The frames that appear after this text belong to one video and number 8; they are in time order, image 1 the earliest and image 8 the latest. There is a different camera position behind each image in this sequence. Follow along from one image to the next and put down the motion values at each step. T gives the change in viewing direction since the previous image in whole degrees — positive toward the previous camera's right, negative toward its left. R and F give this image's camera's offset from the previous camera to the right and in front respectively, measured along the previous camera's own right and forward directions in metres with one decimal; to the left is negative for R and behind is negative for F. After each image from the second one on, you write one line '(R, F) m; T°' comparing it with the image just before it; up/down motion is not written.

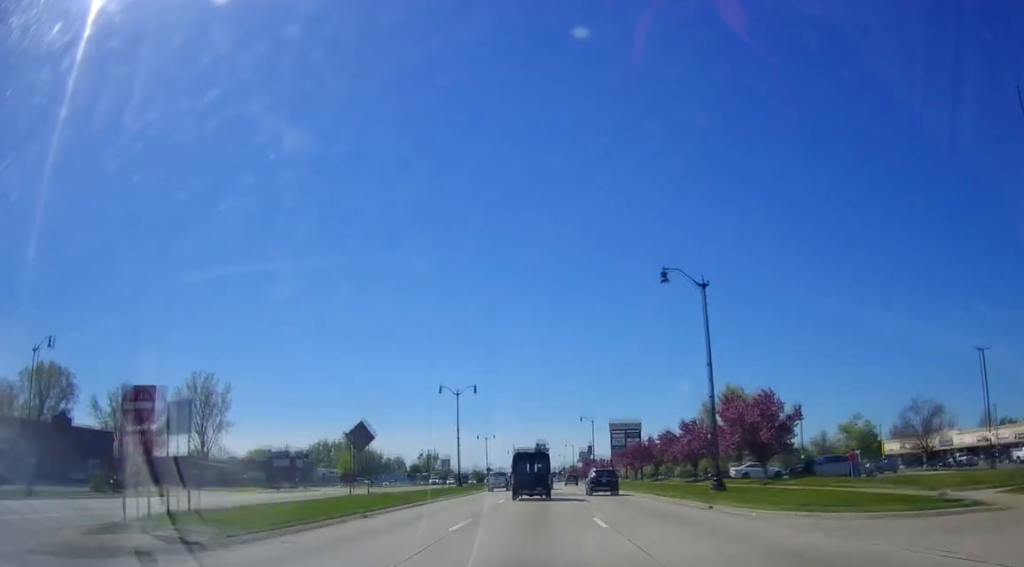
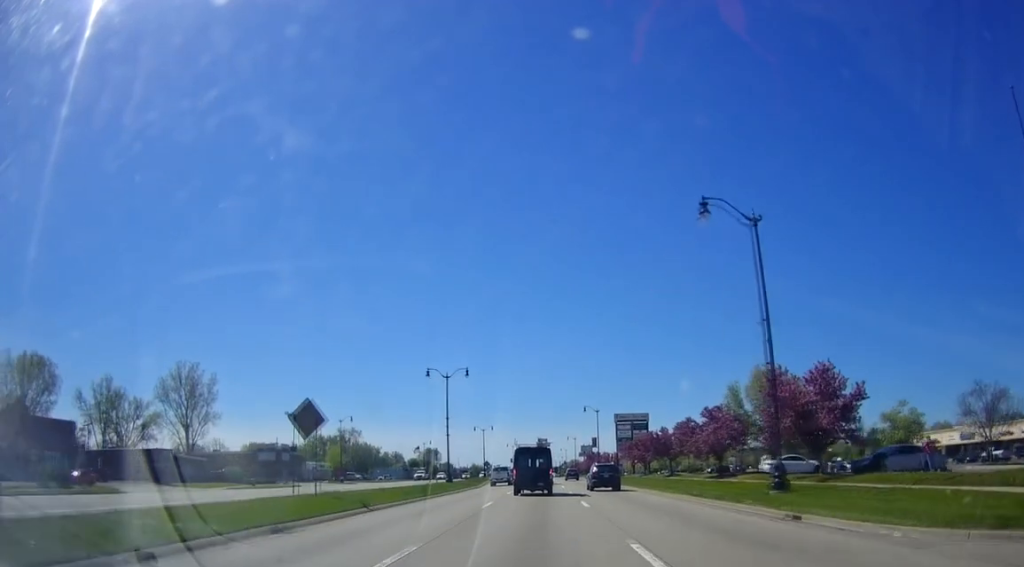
(-0.3, +8.7) m; 0°
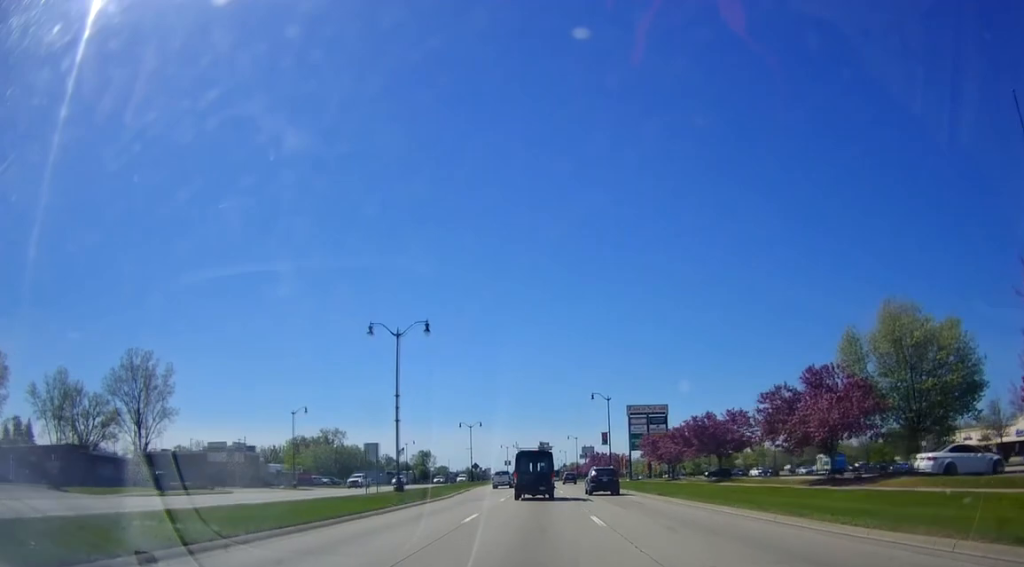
(+0.1, +20.8) m; +2°
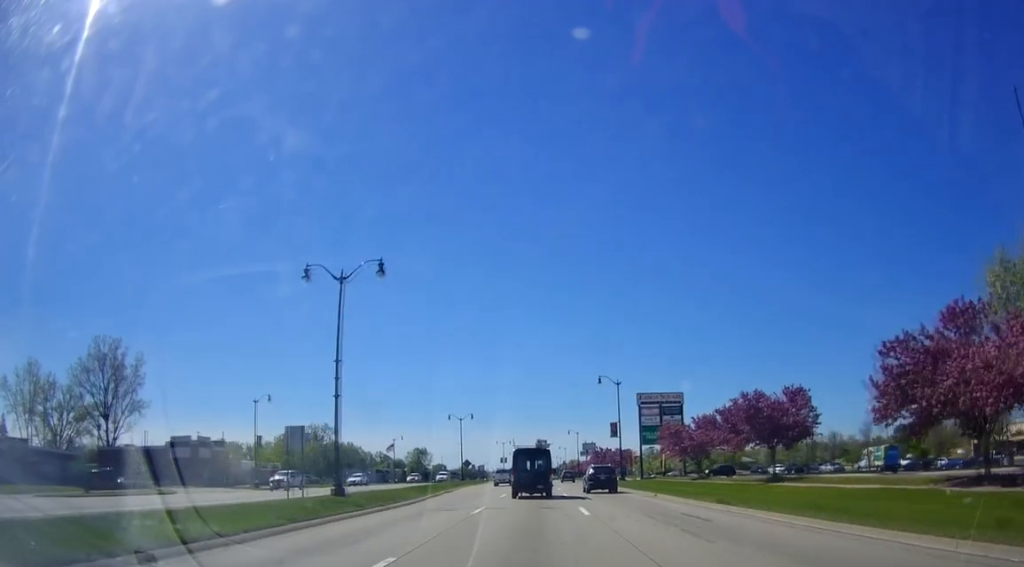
(+0.1, +11.9) m; +1°
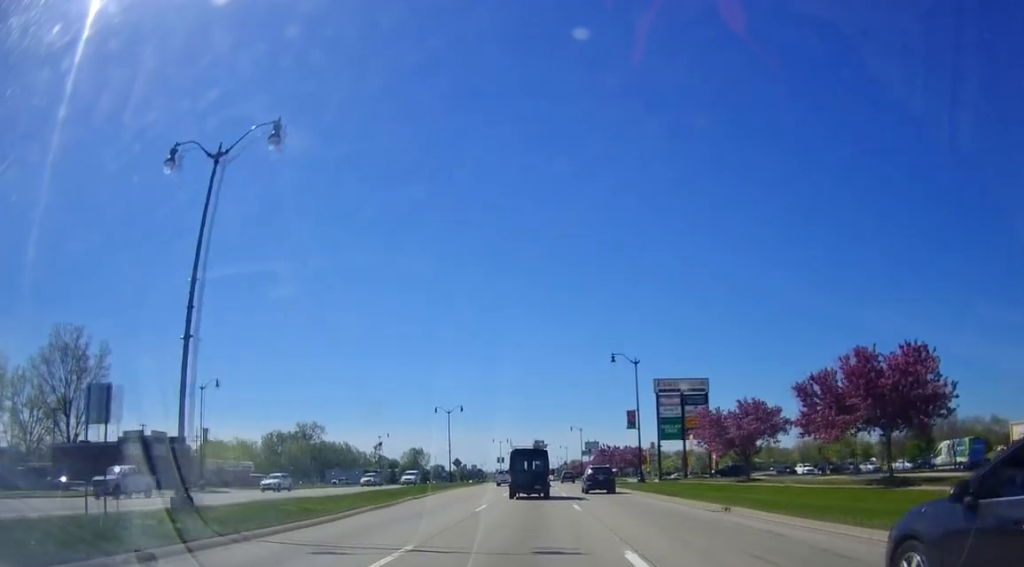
(0.0, +13.0) m; 0°
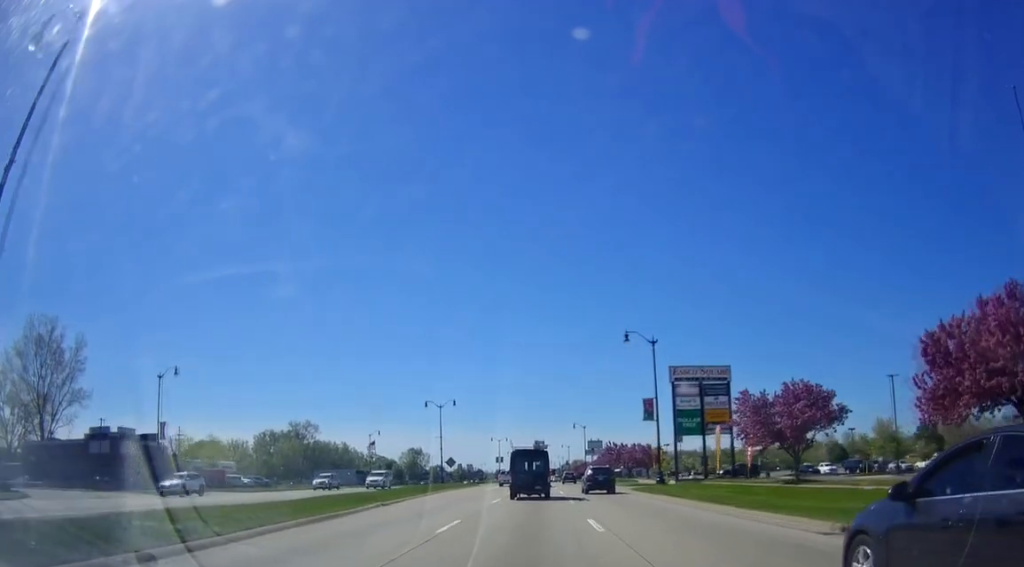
(+0.1, +8.0) m; -1°
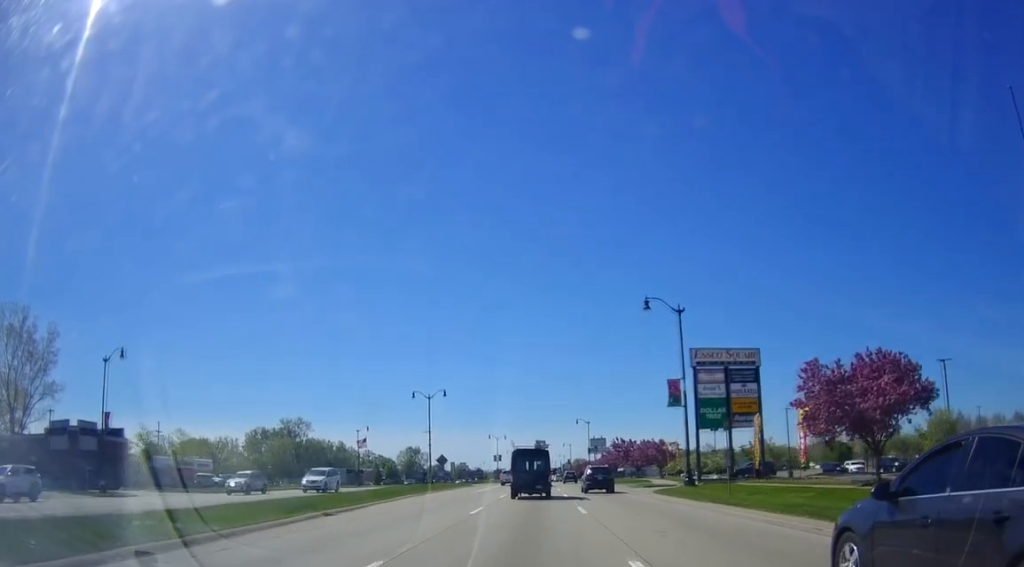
(-0.1, +8.2) m; 0°
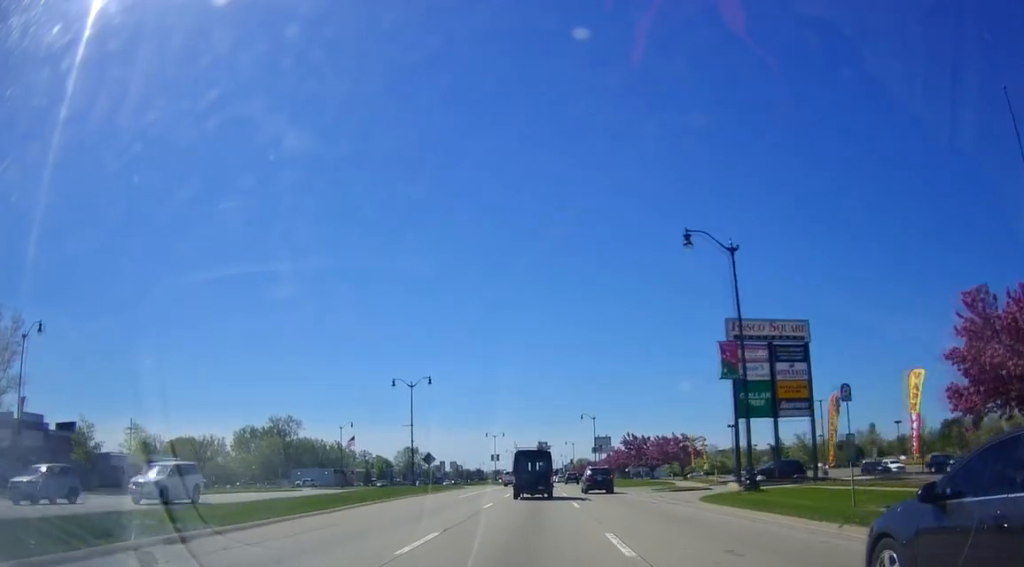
(-0.1, +10.0) m; 0°
